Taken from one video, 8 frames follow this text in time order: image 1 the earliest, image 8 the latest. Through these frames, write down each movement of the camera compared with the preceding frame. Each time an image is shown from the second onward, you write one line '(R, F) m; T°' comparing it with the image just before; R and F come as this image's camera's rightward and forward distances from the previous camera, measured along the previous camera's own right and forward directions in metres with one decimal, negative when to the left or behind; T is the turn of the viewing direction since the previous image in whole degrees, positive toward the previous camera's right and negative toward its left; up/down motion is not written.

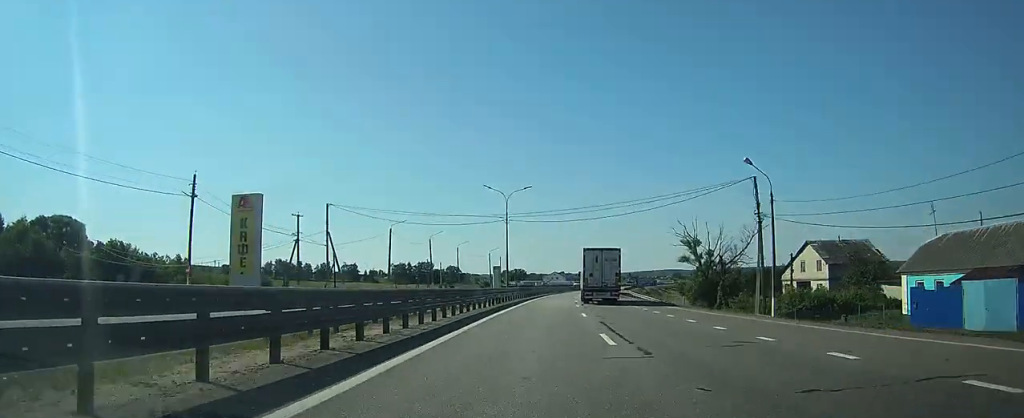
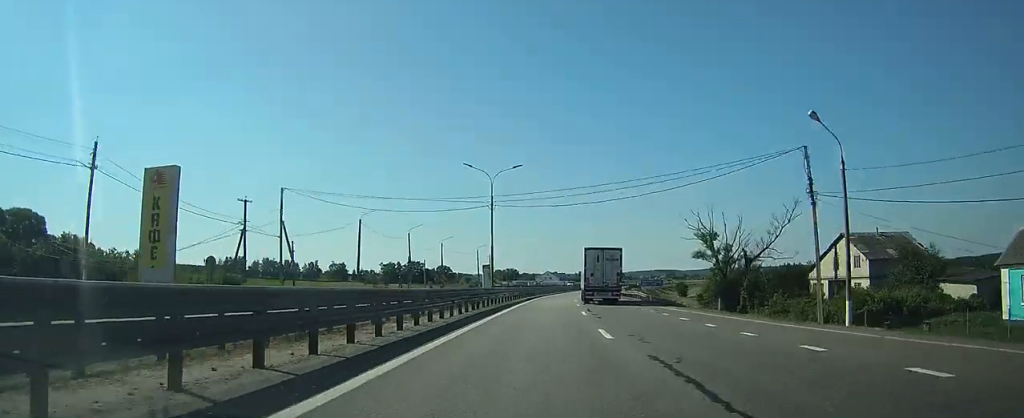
(0.0, +10.7) m; +1°
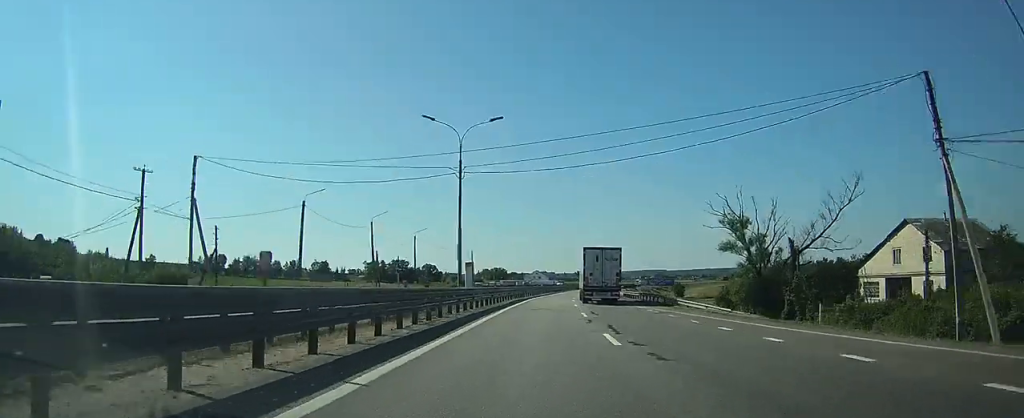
(+0.2, +13.9) m; +1°
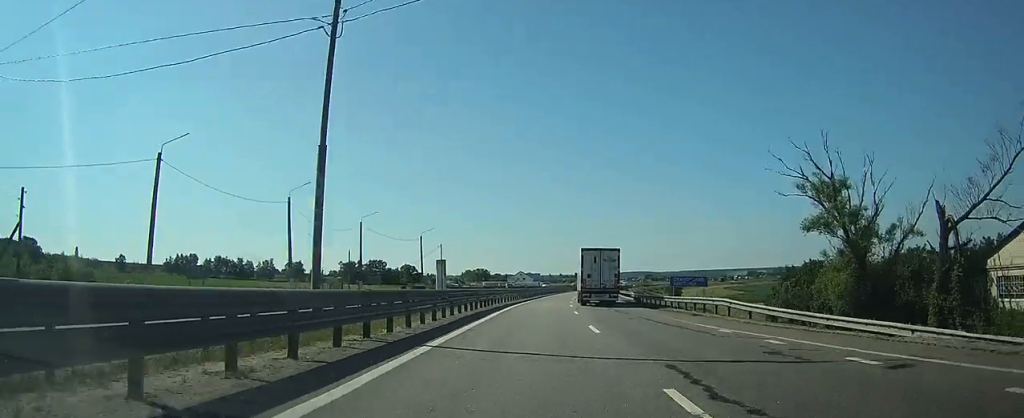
(+0.1, +20.5) m; +1°
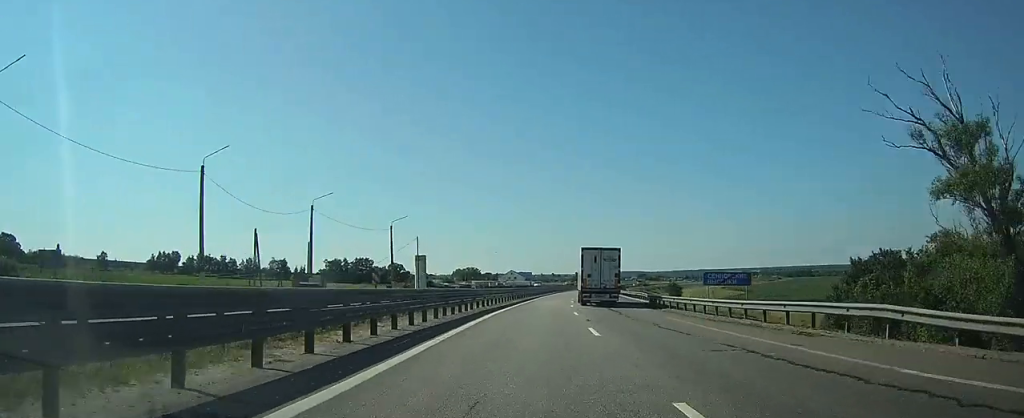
(-0.1, +13.1) m; +1°
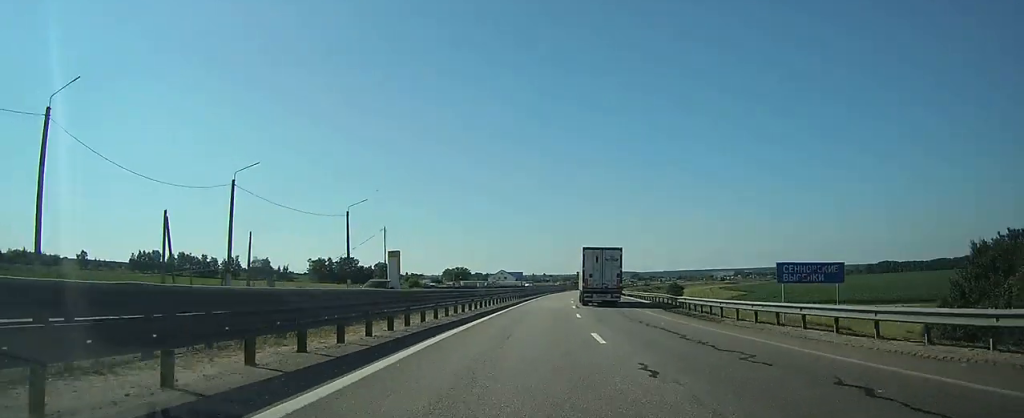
(+0.3, +13.9) m; +1°
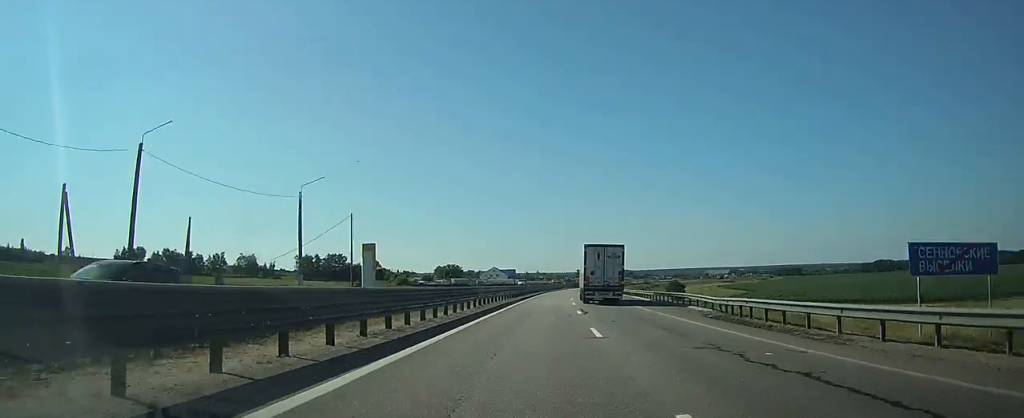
(+0.1, +10.6) m; +1°
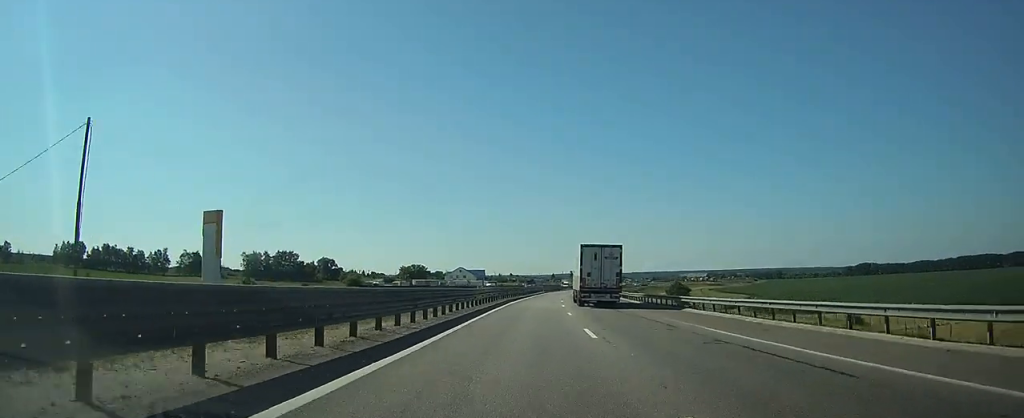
(+0.9, +36.1) m; +3°
